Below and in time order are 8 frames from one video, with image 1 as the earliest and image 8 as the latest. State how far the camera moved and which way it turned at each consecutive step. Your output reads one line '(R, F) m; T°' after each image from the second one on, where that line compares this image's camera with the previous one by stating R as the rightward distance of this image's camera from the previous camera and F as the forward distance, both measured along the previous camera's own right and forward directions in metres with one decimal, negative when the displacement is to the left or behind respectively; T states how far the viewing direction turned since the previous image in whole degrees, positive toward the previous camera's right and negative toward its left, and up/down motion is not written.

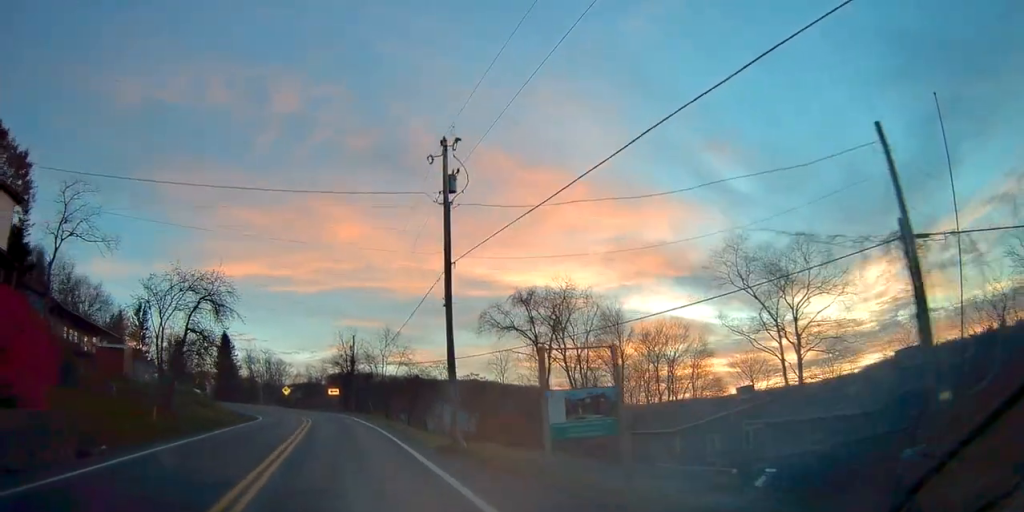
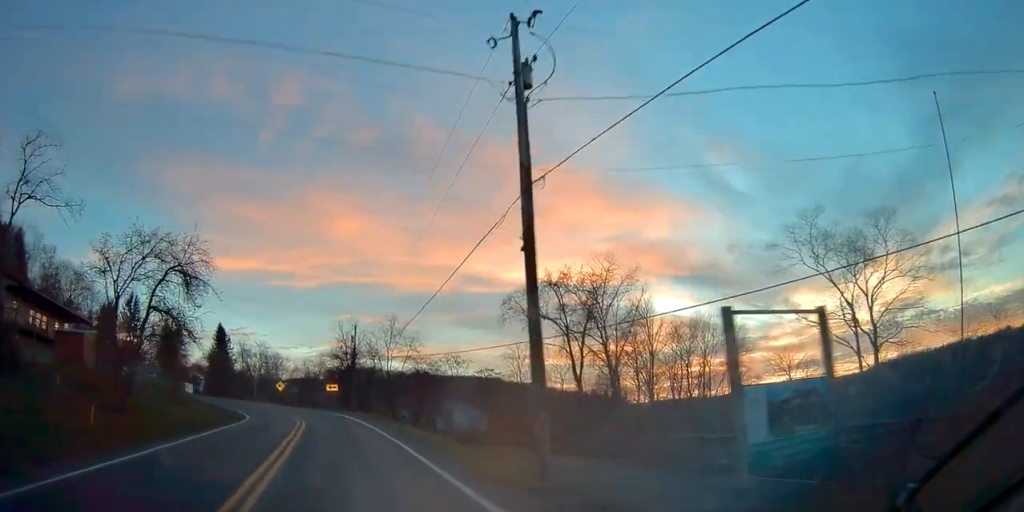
(-0.1, +7.2) m; -1°
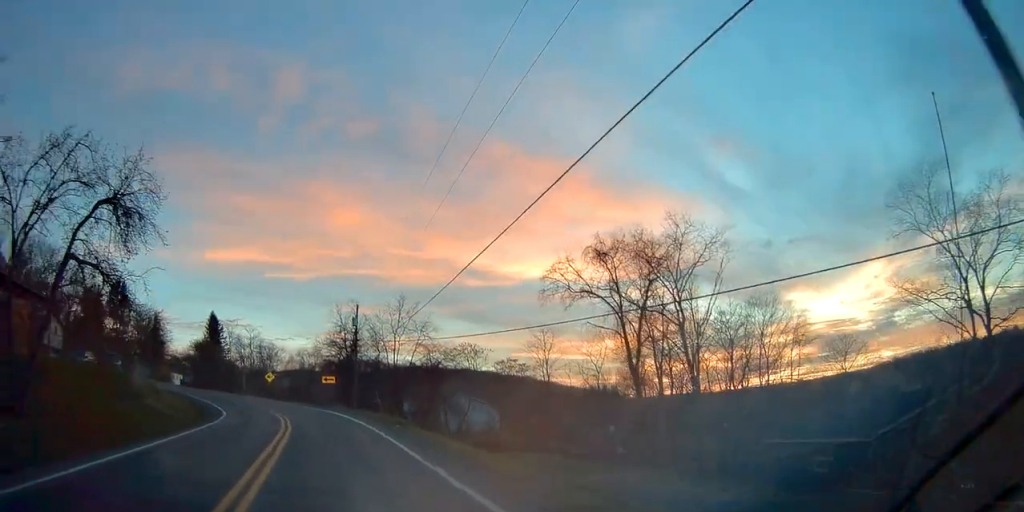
(+0.1, +9.3) m; +1°
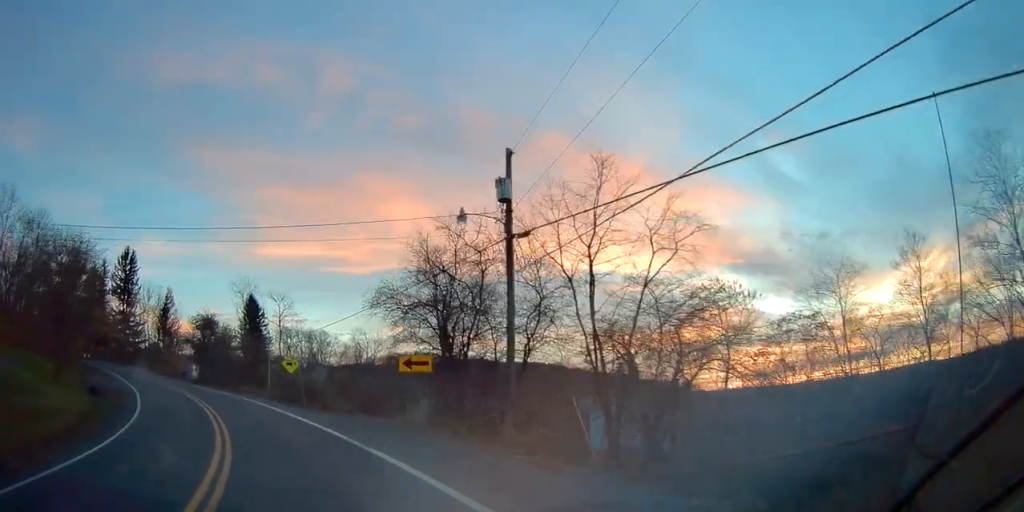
(-0.7, +32.1) m; -5°
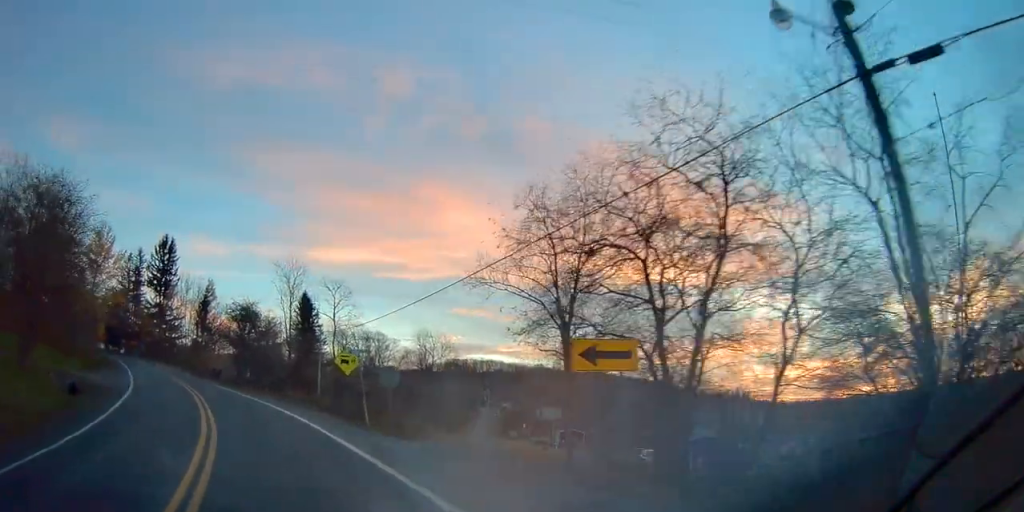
(-0.3, +10.9) m; -5°
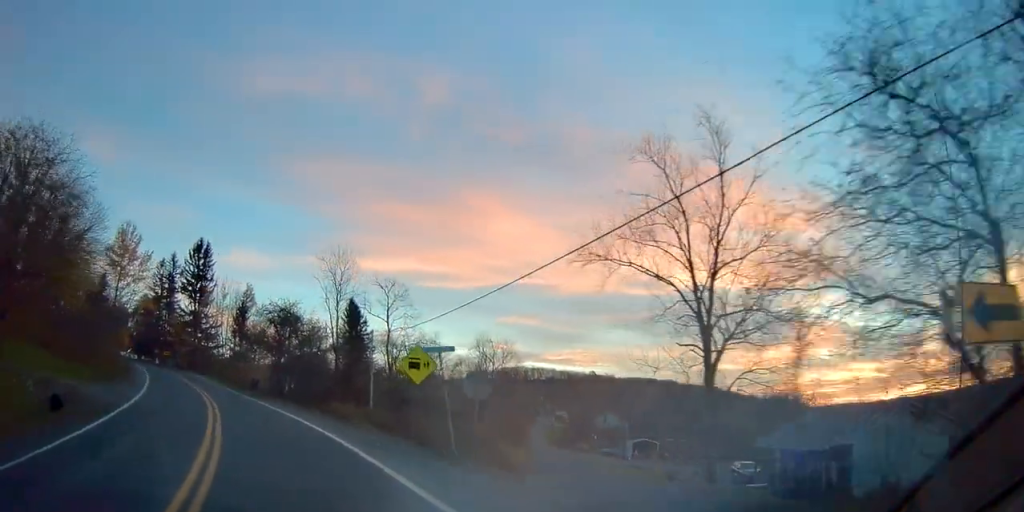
(0.0, +7.0) m; -5°
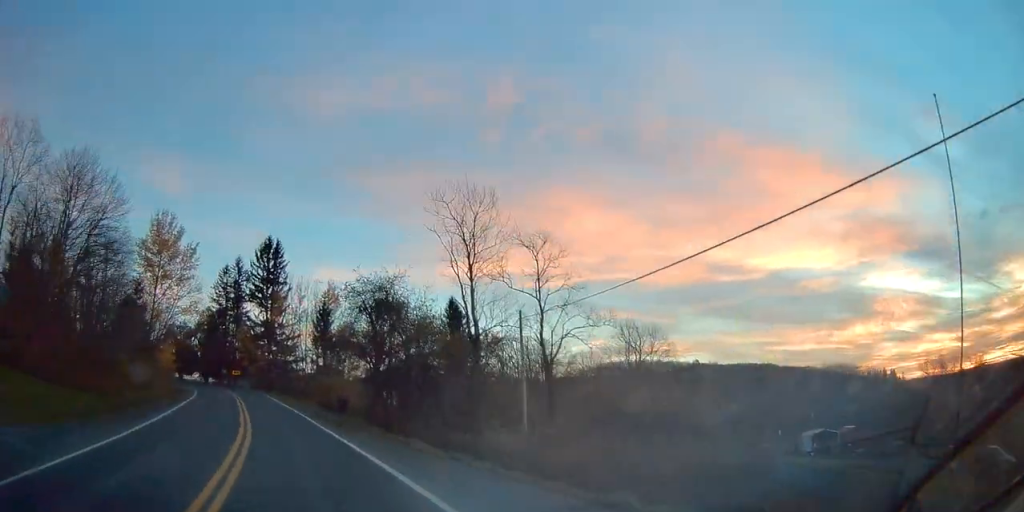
(-1.7, +16.4) m; -9°
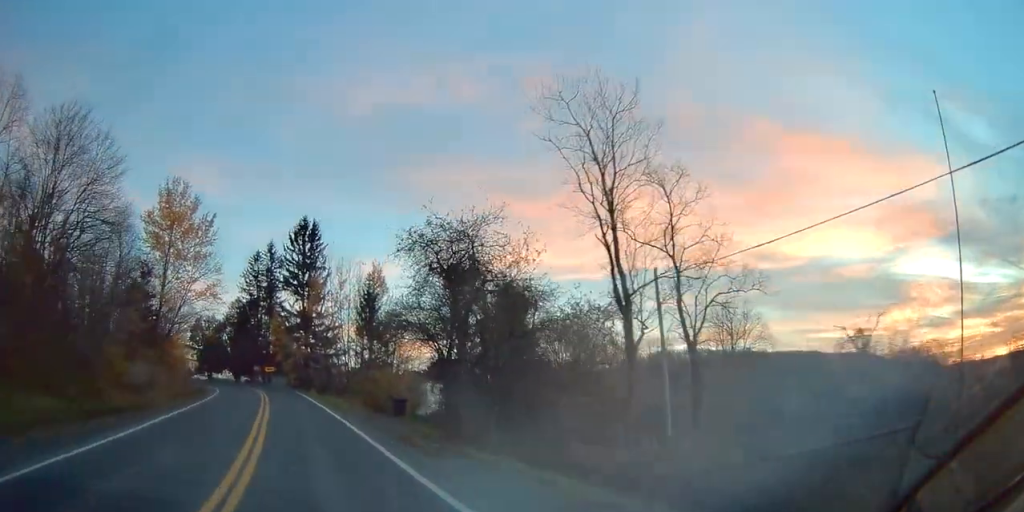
(-0.3, +10.1) m; -5°
